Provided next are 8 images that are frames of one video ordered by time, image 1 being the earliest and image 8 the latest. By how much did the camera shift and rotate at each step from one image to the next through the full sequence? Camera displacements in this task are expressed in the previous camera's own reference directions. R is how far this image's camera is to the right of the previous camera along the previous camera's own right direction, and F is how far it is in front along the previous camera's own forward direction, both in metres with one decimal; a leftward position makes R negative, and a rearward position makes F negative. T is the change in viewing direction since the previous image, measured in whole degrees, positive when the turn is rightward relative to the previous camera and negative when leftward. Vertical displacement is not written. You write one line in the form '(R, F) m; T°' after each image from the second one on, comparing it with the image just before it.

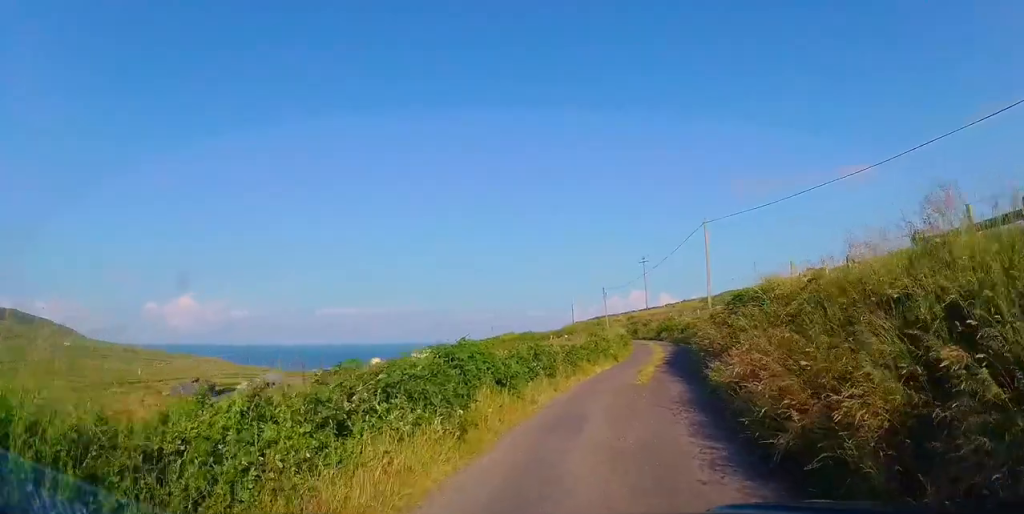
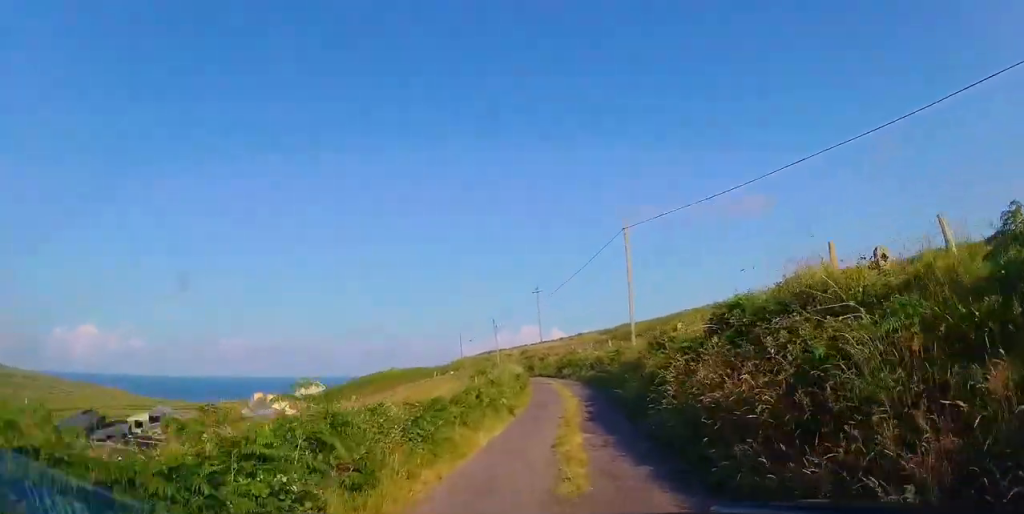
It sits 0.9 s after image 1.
(+1.0, +6.5) m; +14°
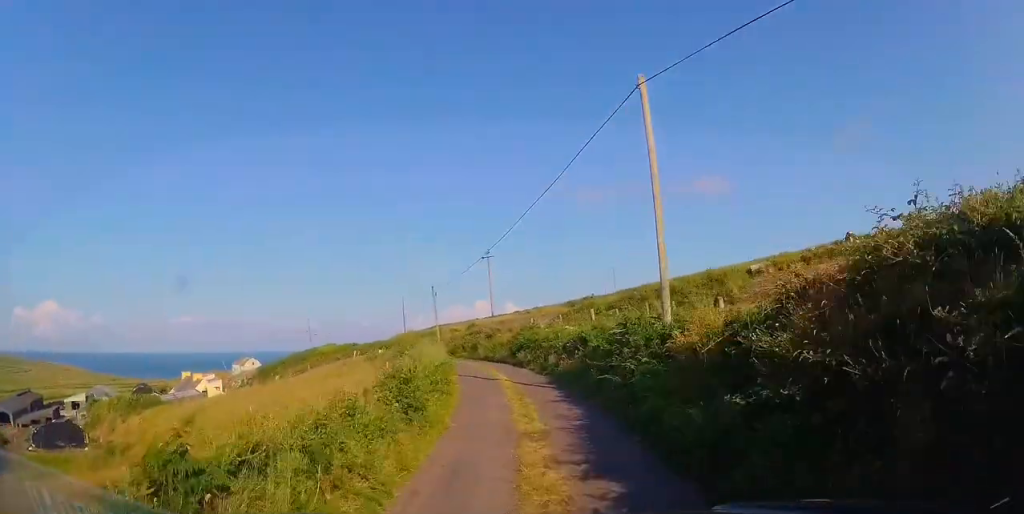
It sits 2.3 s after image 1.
(+1.0, +10.8) m; +6°
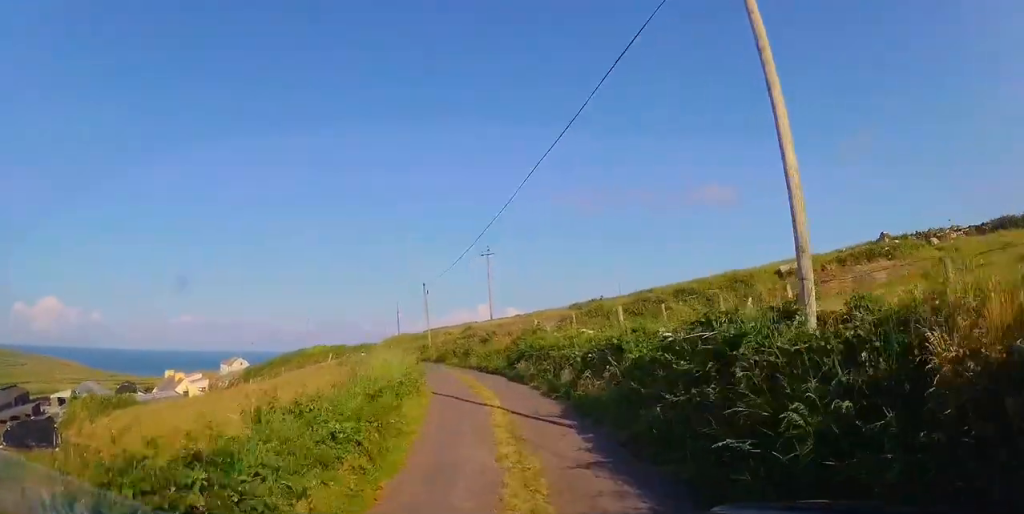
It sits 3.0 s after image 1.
(0.0, +4.9) m; 0°
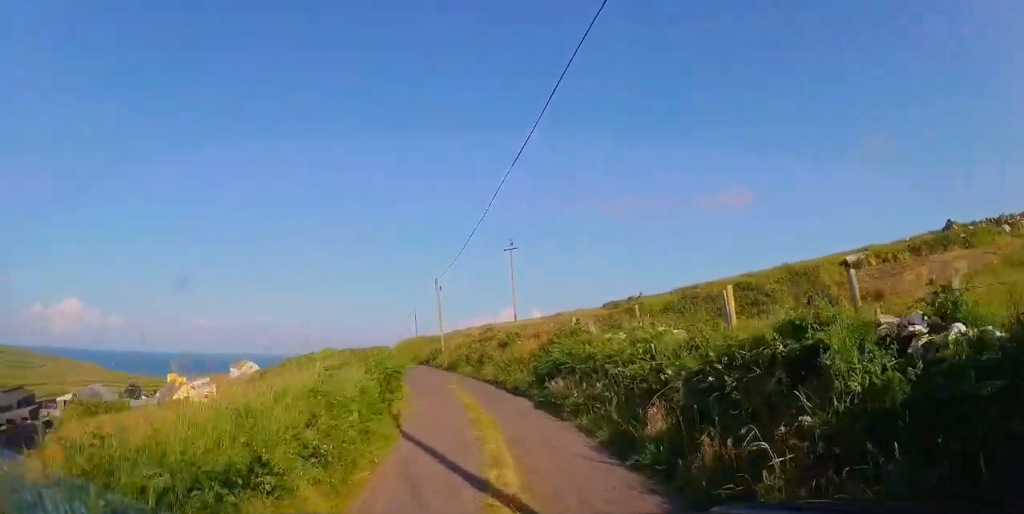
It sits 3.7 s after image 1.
(+0.1, +5.9) m; -1°
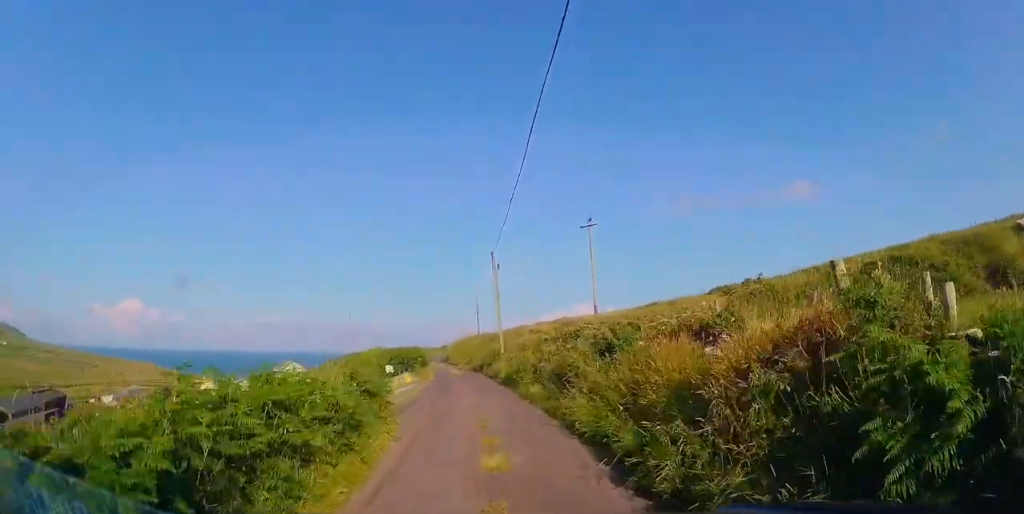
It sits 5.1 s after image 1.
(-0.5, +10.5) m; -8°
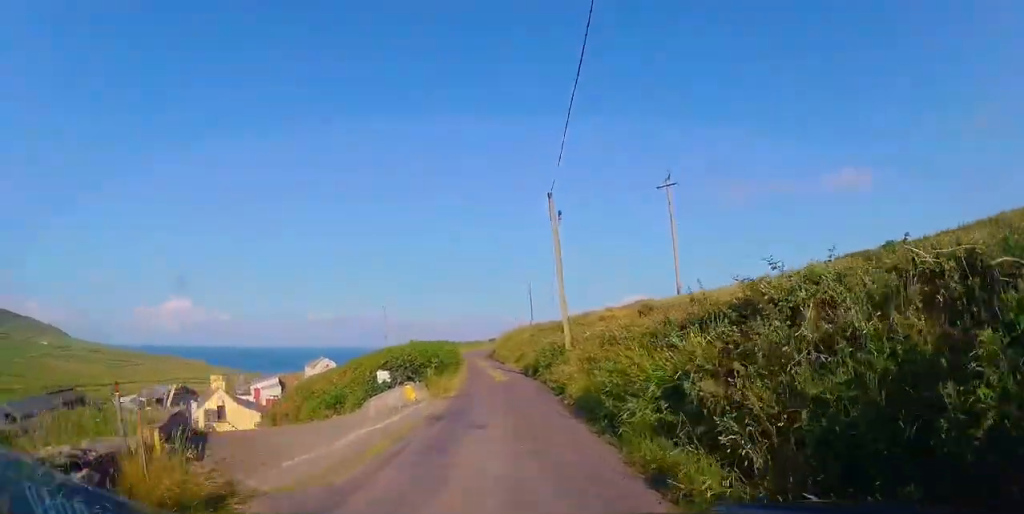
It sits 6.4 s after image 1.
(-0.8, +9.6) m; -7°
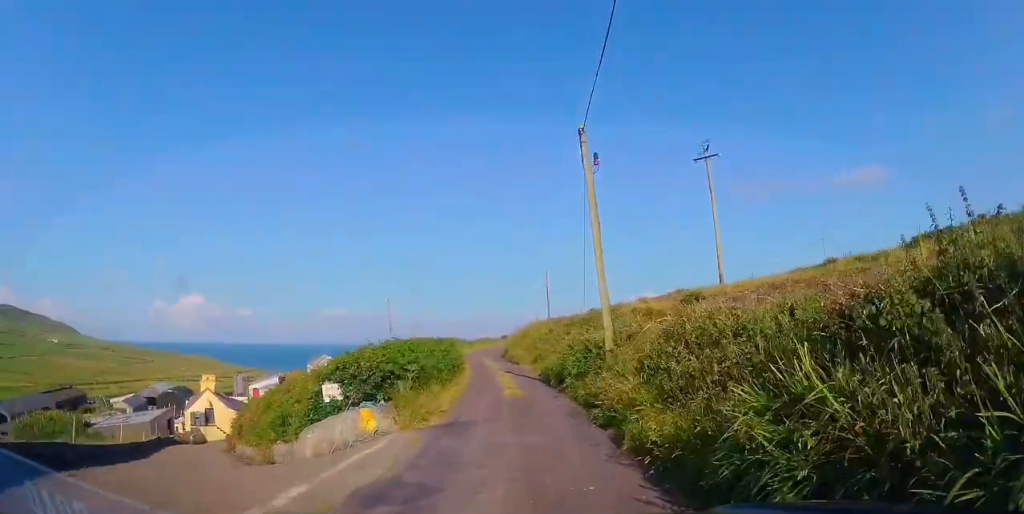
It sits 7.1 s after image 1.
(-0.1, +5.3) m; -1°
